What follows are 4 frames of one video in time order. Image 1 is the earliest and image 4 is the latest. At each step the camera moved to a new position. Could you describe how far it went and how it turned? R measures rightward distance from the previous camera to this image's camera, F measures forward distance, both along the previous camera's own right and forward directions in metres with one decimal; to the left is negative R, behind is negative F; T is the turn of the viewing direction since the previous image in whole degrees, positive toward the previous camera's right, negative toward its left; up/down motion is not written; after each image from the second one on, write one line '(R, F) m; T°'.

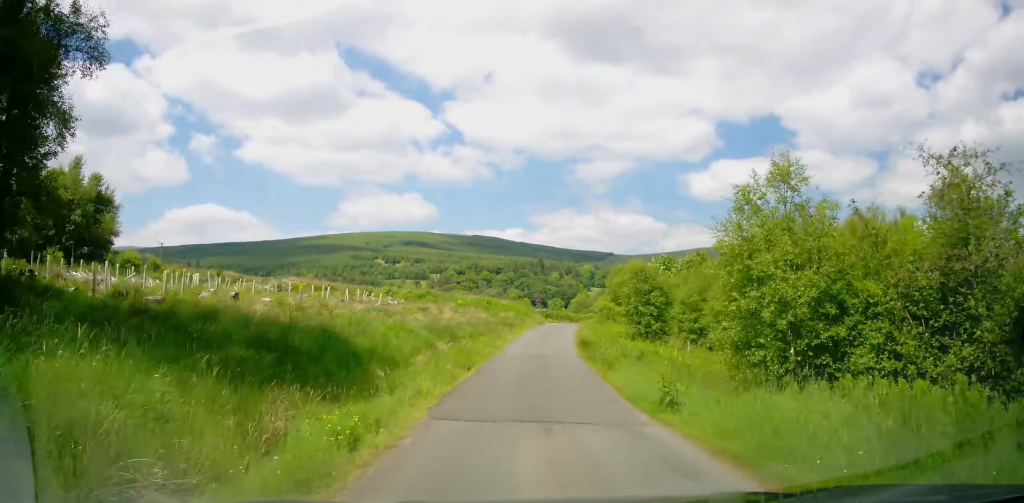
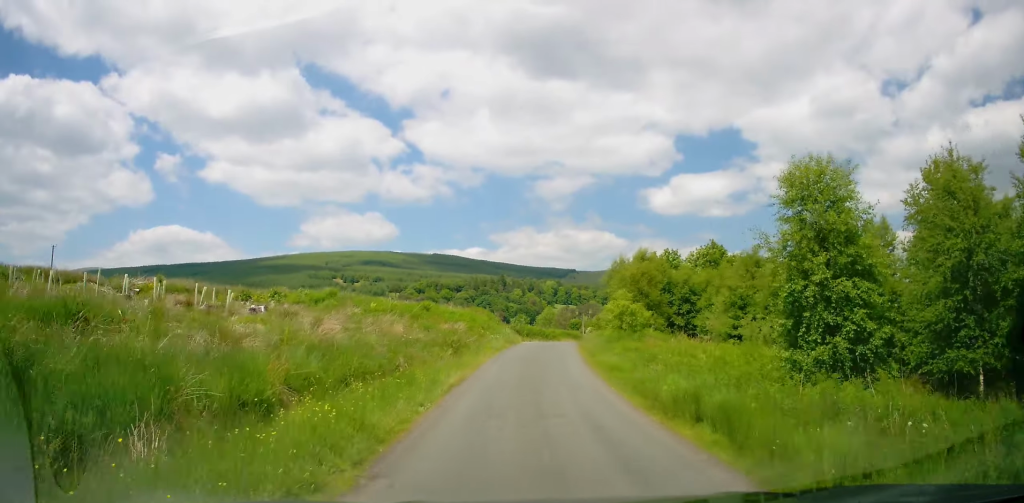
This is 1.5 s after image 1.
(+0.8, +19.0) m; +3°
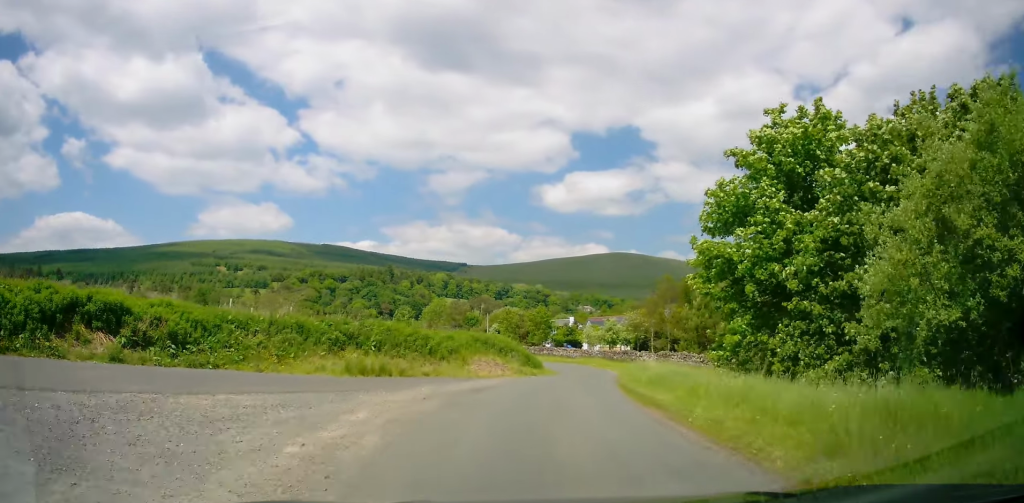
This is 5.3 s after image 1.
(+3.5, +43.8) m; +9°
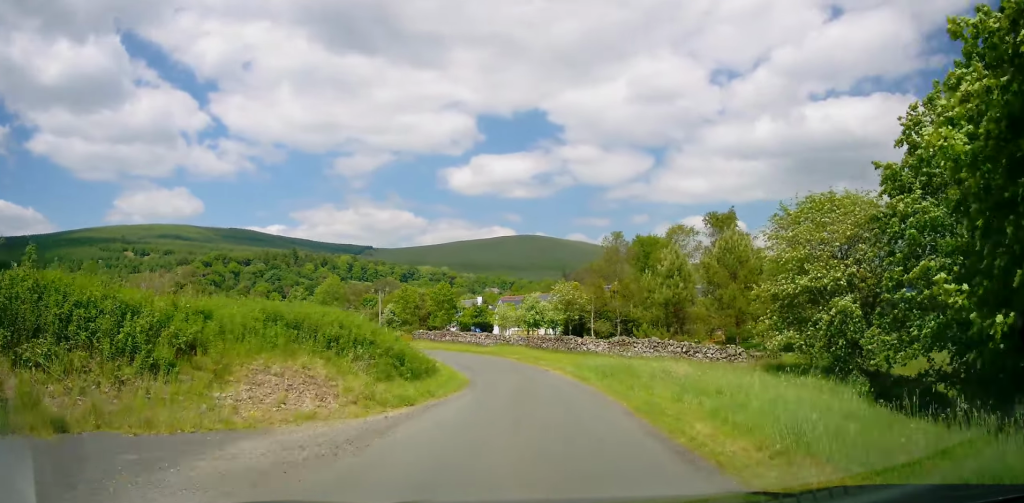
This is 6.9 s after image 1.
(+1.3, +16.7) m; +9°
